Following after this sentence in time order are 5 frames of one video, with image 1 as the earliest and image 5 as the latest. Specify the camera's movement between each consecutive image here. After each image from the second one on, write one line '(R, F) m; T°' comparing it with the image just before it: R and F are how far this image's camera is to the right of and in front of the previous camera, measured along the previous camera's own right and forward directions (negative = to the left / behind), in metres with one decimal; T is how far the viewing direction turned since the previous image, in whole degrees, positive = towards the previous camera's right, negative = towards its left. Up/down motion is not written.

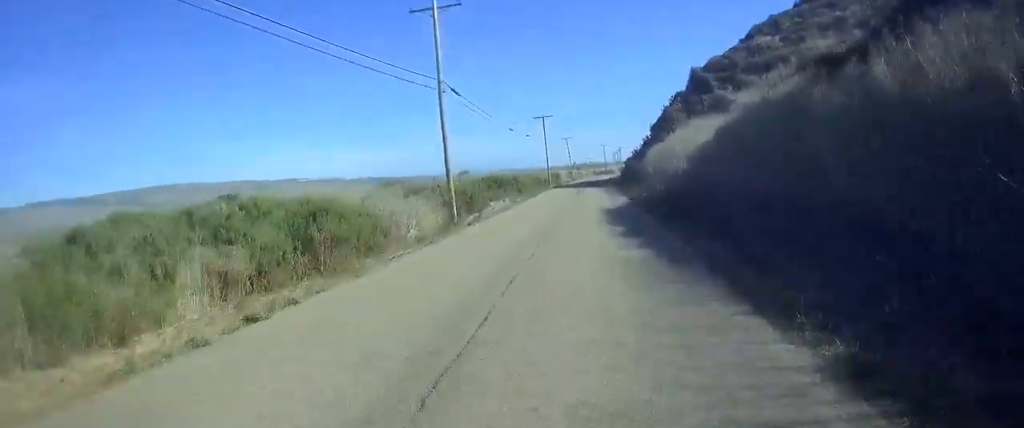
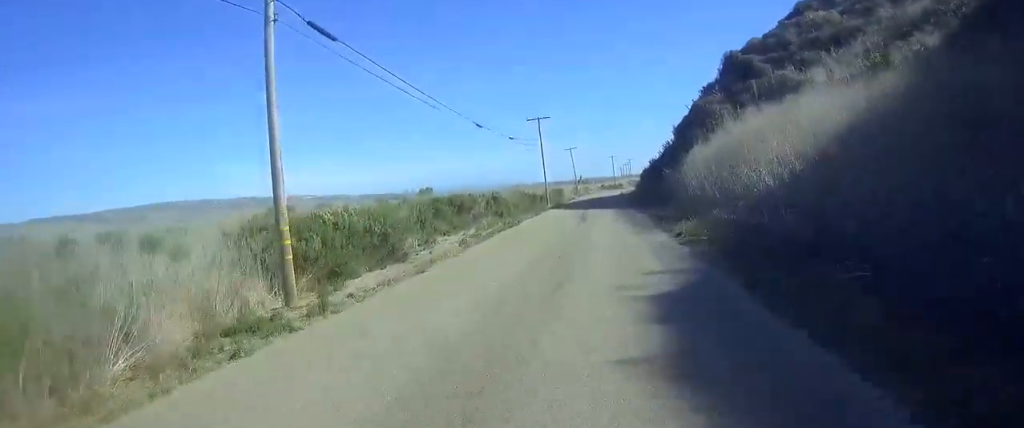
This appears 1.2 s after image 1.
(0.0, +17.5) m; 0°
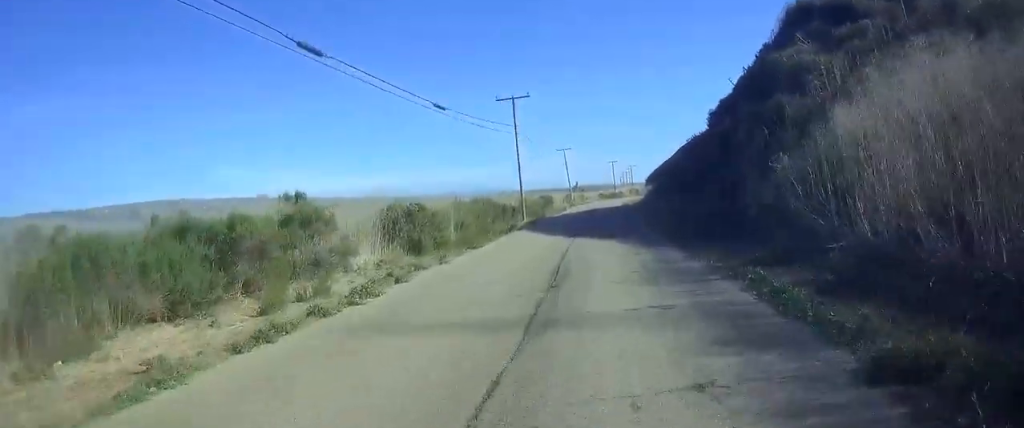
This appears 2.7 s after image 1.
(+0.1, +21.2) m; 0°
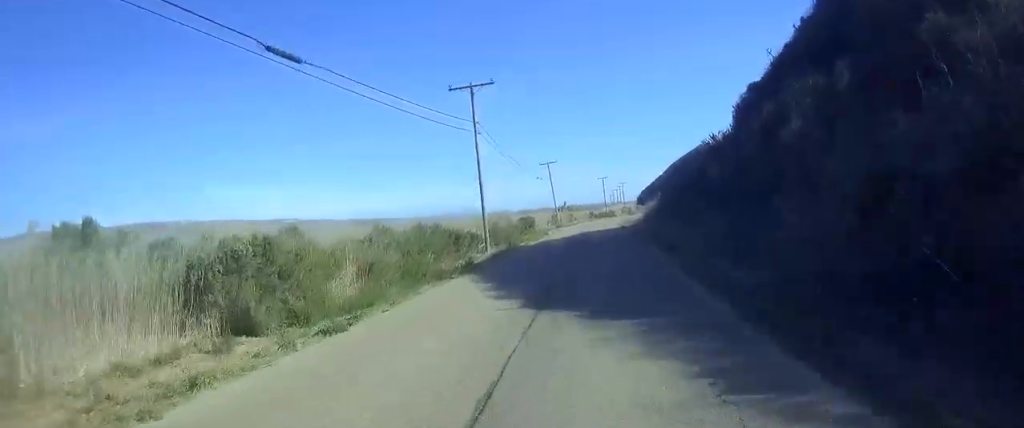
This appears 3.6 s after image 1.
(0.0, +12.7) m; 0°
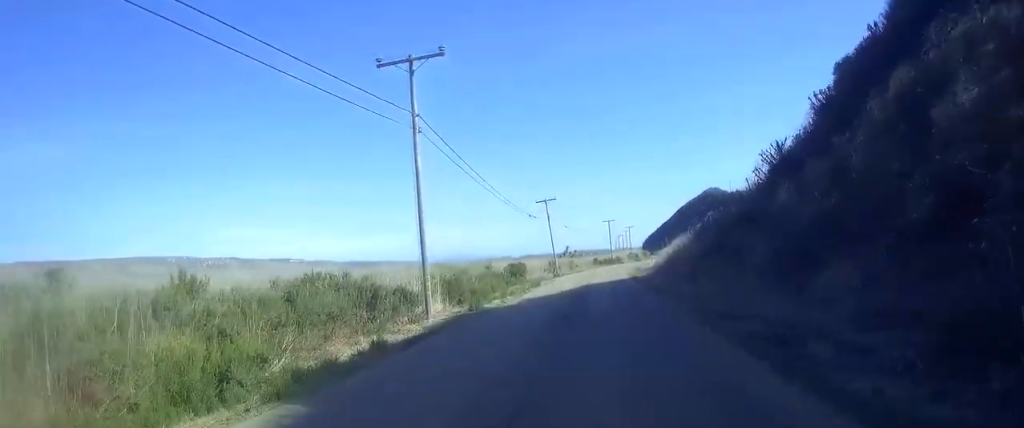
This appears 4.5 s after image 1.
(0.0, +13.8) m; +1°
